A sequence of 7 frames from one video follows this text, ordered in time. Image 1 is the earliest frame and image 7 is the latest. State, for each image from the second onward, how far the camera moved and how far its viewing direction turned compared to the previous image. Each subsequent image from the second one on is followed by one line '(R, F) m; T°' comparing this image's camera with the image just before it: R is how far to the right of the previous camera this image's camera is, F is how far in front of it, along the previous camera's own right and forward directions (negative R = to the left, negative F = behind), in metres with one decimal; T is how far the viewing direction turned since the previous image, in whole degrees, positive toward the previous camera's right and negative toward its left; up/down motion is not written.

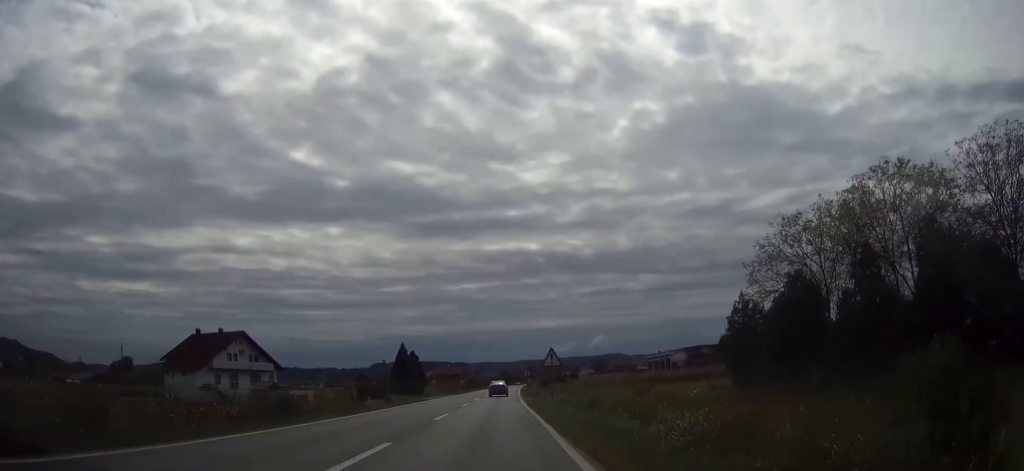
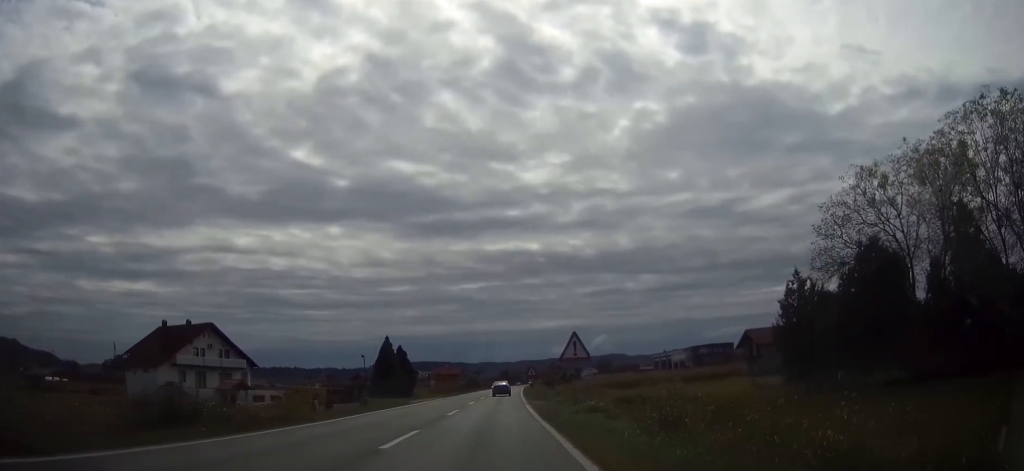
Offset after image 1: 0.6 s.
(0.0, +10.9) m; 0°
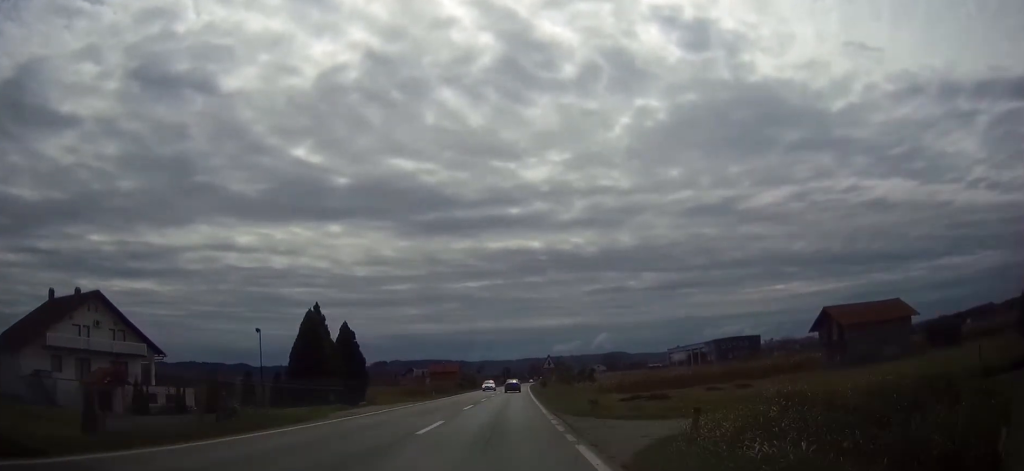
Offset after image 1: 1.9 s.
(-0.1, +26.2) m; 0°
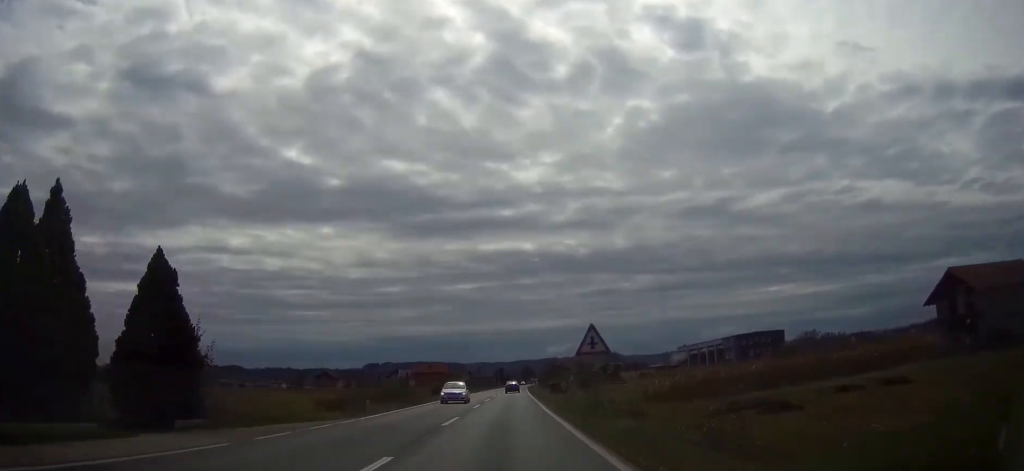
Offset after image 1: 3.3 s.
(0.0, +26.5) m; 0°
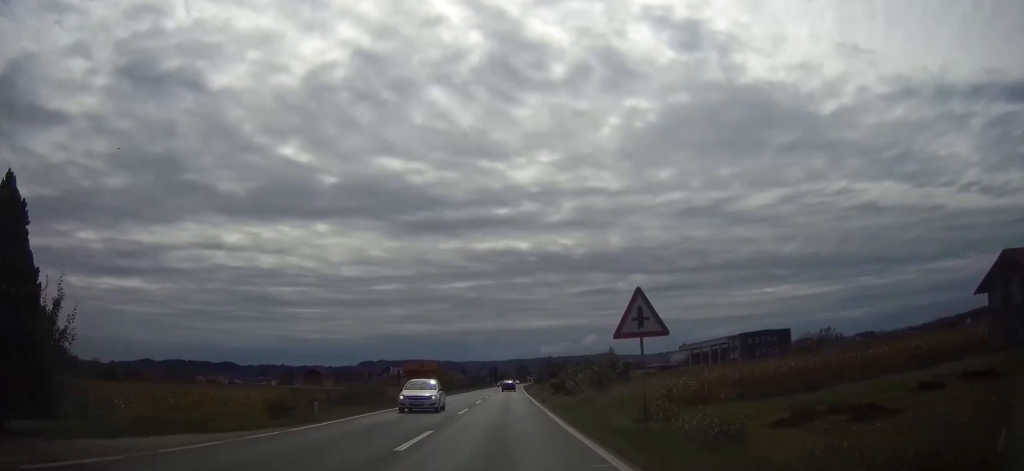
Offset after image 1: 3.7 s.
(0.0, +8.3) m; 0°
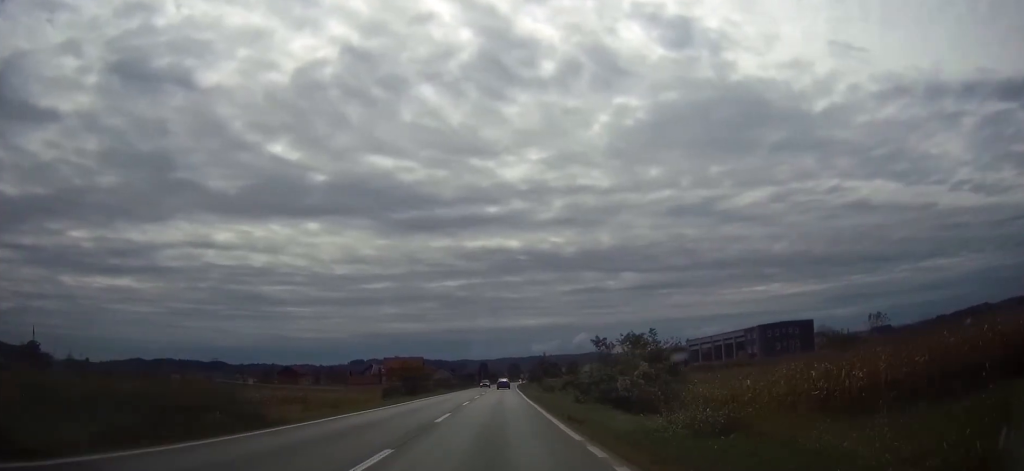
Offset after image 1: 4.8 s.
(+0.2, +20.9) m; +1°
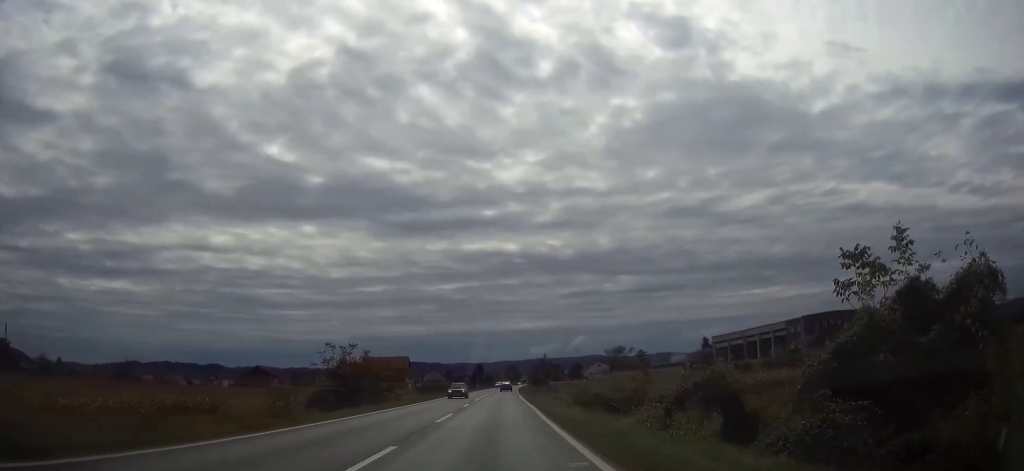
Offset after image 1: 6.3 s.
(+0.2, +28.1) m; 0°
